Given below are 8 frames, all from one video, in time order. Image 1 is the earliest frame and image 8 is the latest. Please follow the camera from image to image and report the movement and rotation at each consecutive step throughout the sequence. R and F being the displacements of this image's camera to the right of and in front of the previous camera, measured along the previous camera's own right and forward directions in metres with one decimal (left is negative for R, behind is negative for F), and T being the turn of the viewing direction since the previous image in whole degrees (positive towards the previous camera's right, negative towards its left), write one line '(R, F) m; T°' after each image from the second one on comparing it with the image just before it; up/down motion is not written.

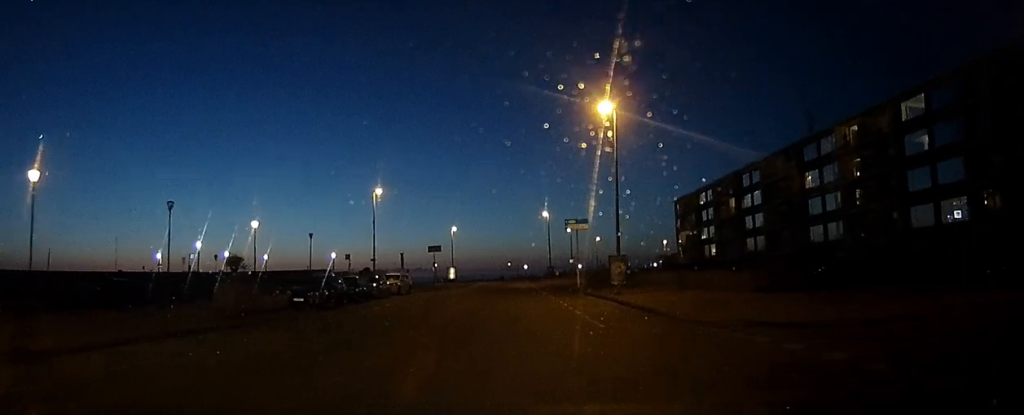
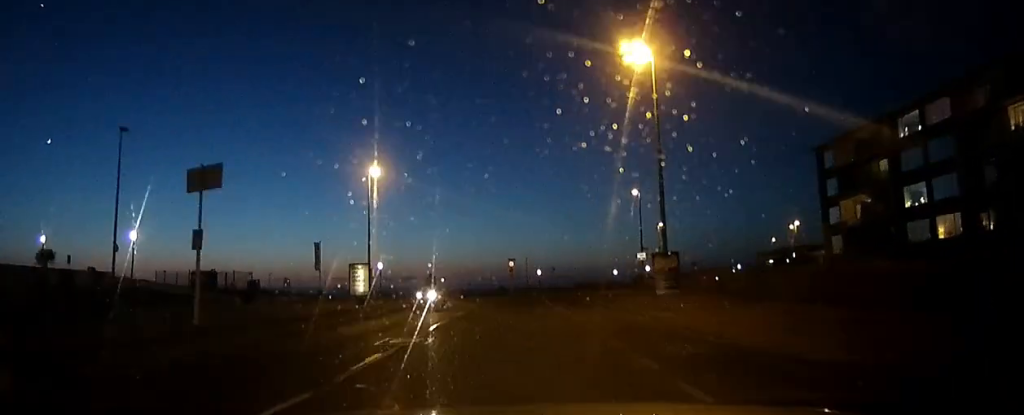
(-0.4, +54.1) m; +3°
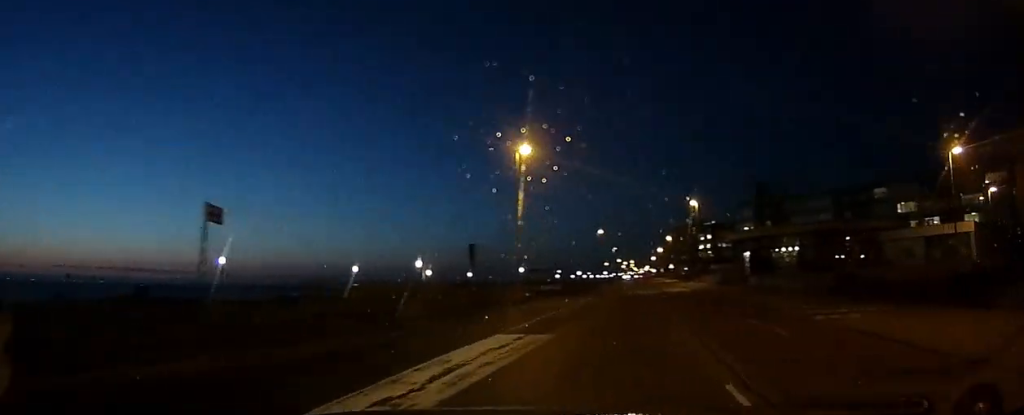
(+10.7, +46.8) m; +31°
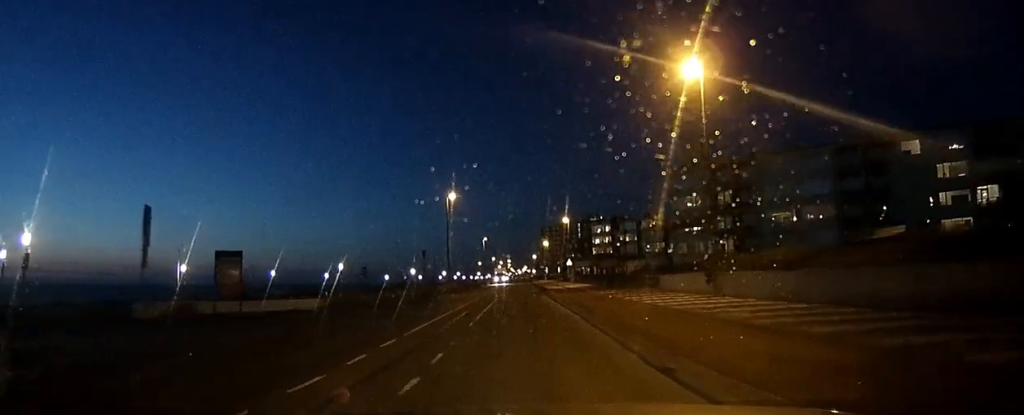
(+6.3, +35.7) m; +11°
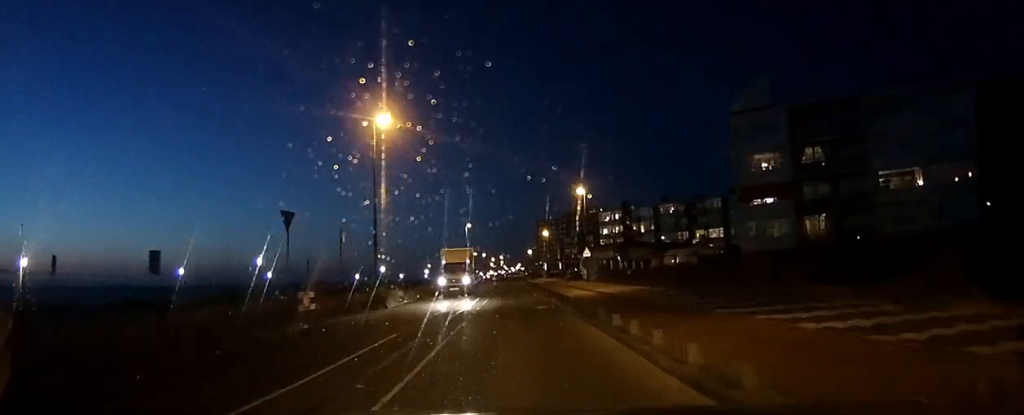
(+0.3, +21.5) m; 0°
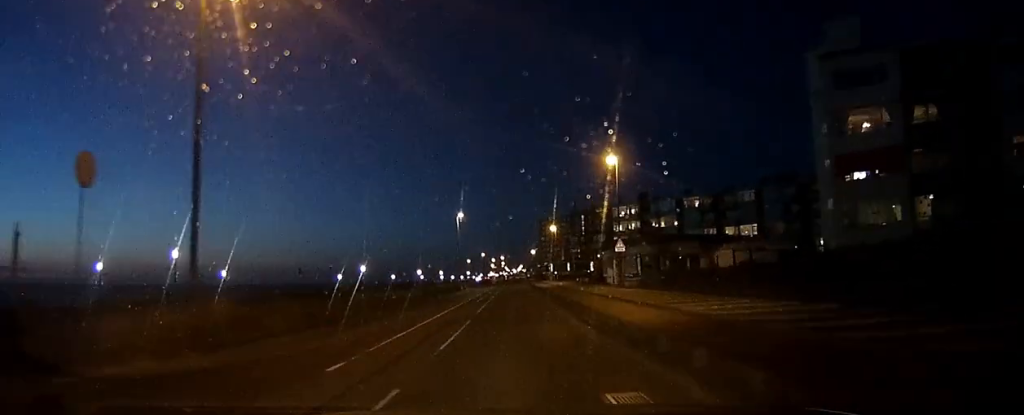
(+0.2, +13.6) m; -1°
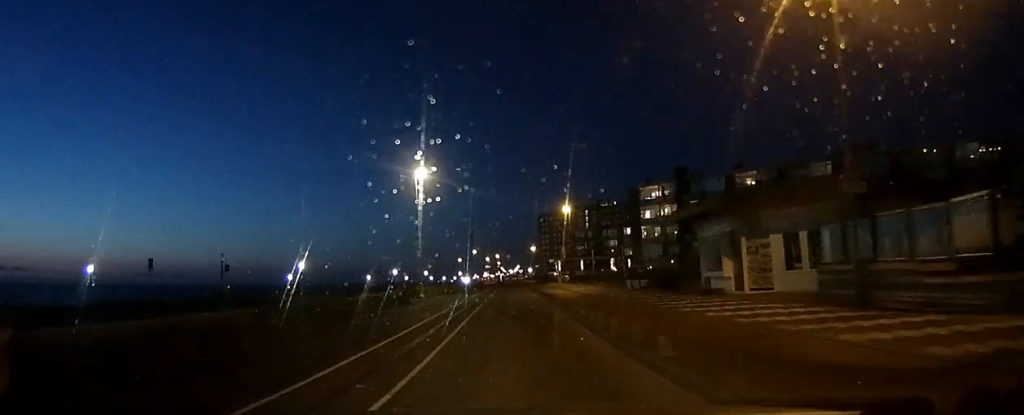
(-0.6, +24.3) m; -1°
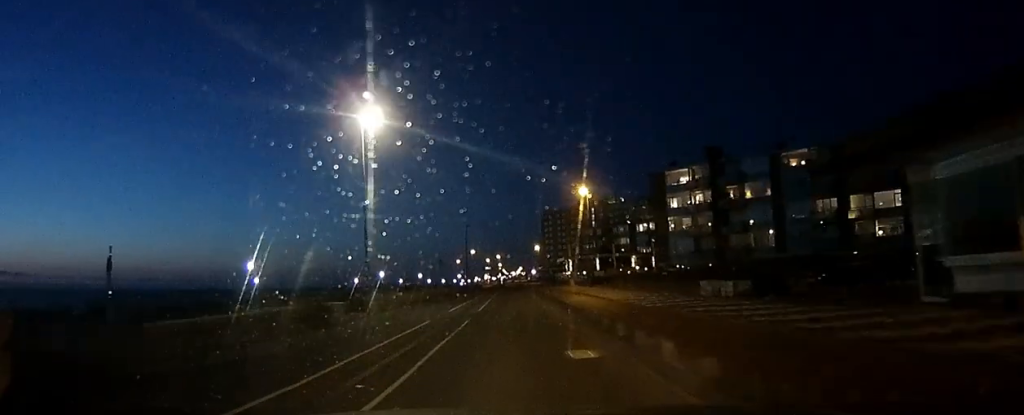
(-0.2, +12.9) m; 0°
